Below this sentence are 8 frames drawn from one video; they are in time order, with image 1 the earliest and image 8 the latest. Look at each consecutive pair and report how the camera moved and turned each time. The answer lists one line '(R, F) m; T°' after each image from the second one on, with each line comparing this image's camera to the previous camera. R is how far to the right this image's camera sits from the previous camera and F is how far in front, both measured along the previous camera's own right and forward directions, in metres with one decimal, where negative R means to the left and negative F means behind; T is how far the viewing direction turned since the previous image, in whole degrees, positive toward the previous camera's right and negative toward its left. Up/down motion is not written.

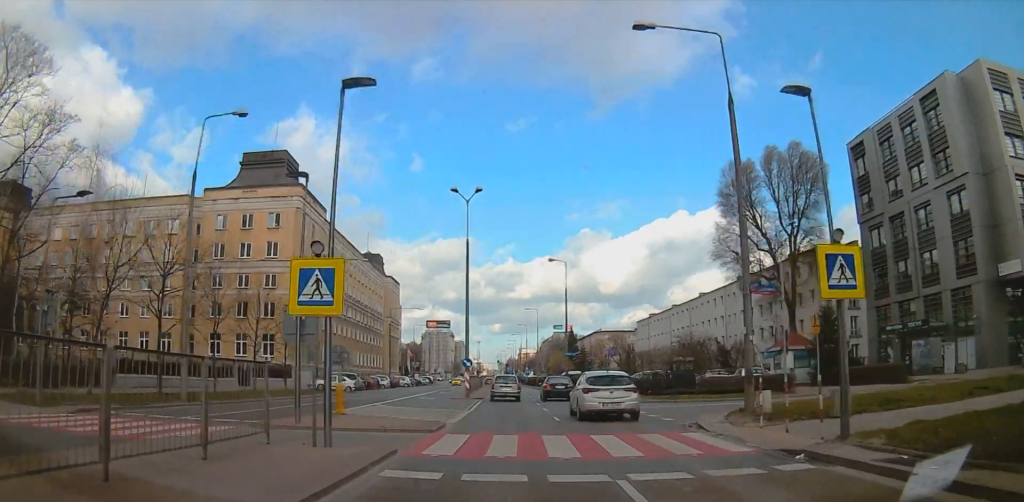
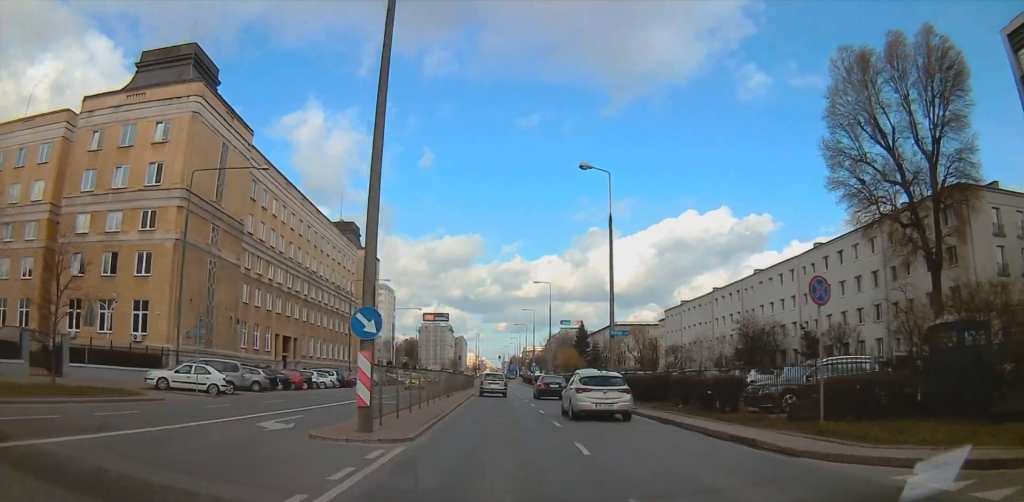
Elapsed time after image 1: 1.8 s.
(+0.2, +24.2) m; 0°
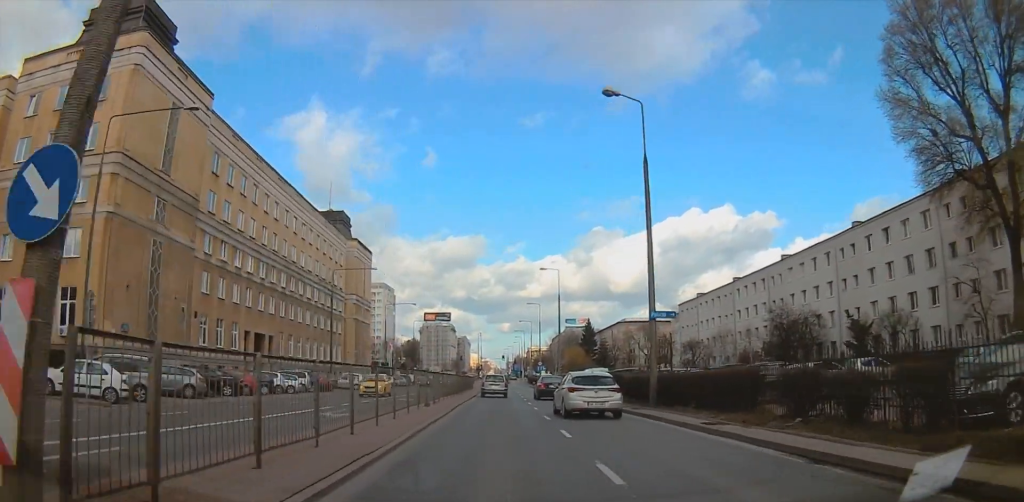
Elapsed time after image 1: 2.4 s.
(0.0, +7.6) m; 0°
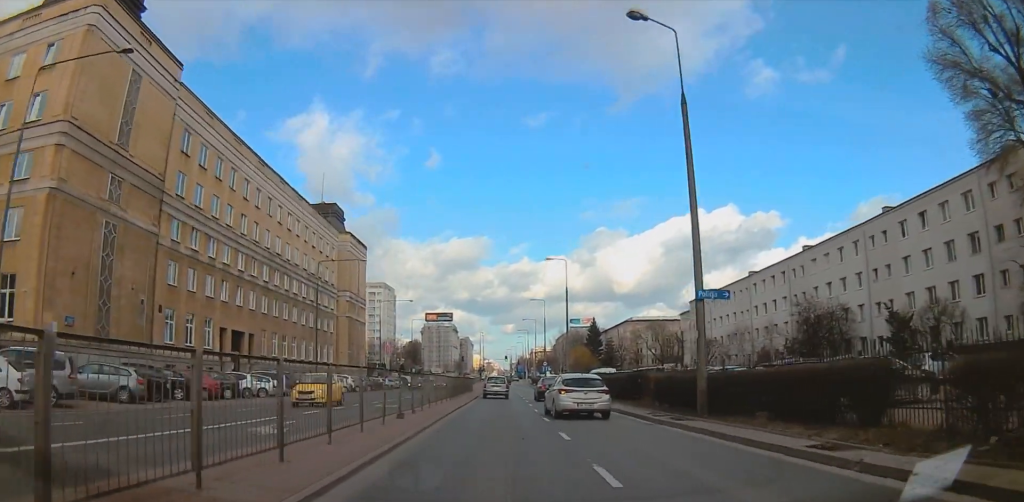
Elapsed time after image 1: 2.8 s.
(0.0, +5.1) m; -1°
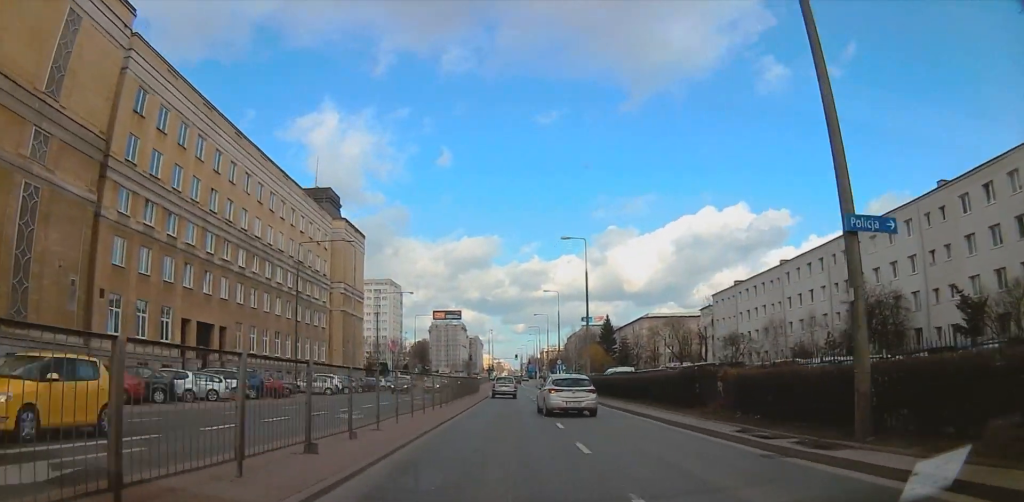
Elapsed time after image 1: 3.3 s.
(0.0, +7.4) m; -1°
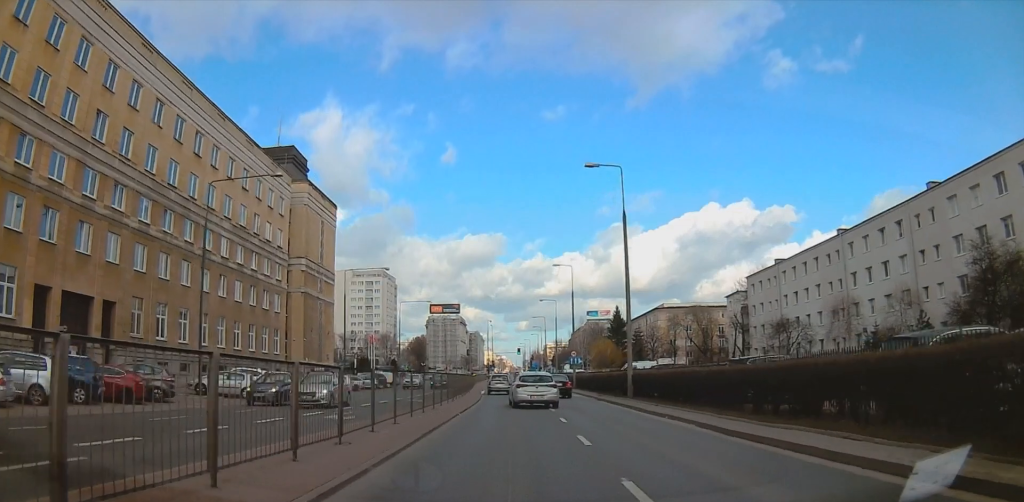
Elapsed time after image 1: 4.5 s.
(-0.4, +16.3) m; -2°
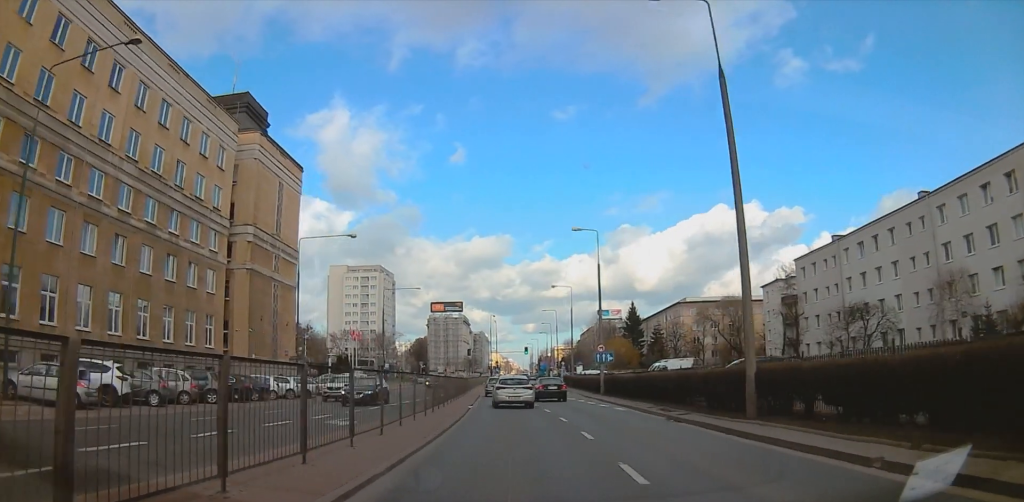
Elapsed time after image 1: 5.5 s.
(-0.1, +17.3) m; 0°
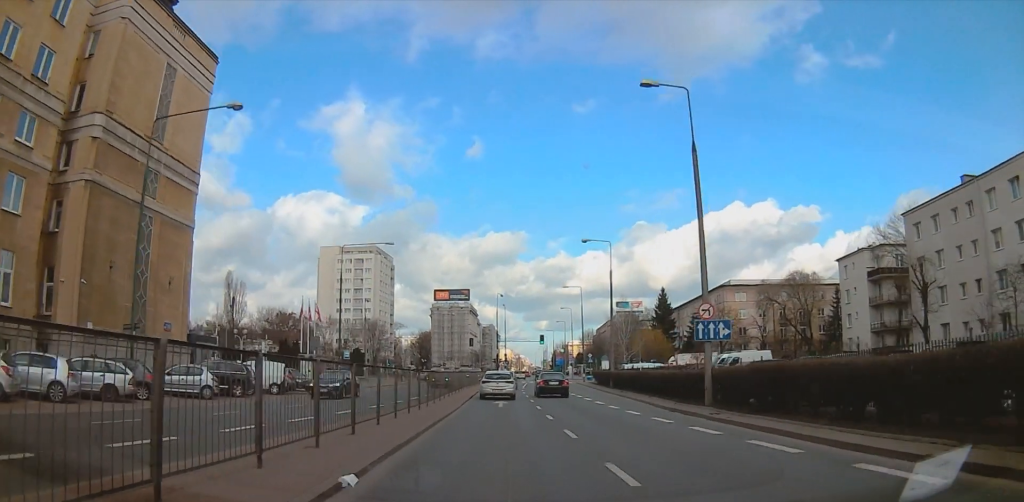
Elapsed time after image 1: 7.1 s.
(0.0, +27.9) m; 0°
